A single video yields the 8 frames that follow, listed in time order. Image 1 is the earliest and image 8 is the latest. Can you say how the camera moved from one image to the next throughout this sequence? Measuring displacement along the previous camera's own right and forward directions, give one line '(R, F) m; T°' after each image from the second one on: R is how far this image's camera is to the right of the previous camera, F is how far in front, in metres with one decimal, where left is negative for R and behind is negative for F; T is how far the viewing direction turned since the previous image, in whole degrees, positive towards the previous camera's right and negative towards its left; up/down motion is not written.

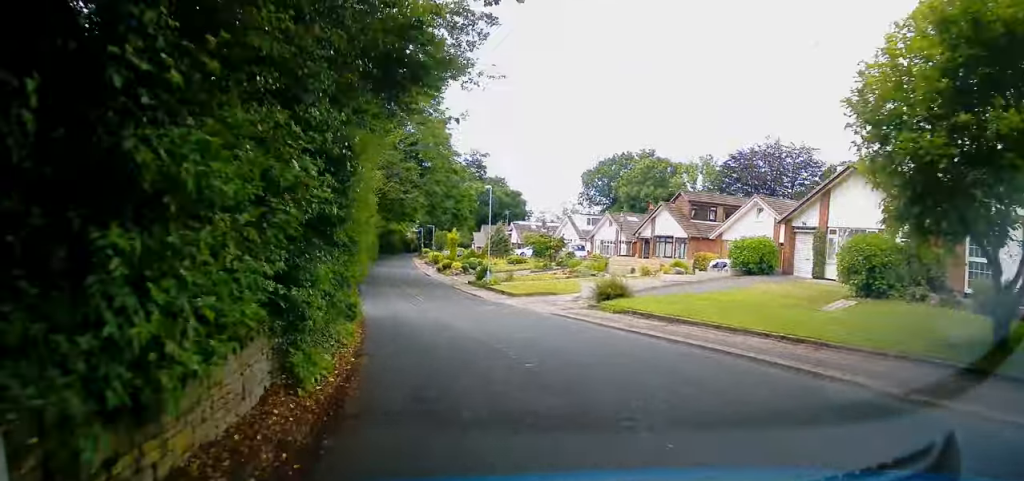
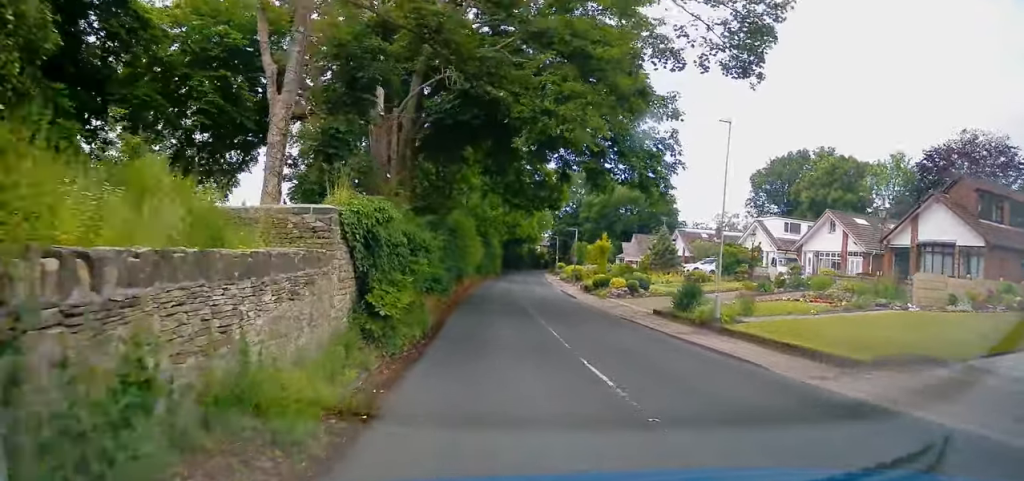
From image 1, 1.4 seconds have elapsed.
(-1.6, +19.4) m; -8°
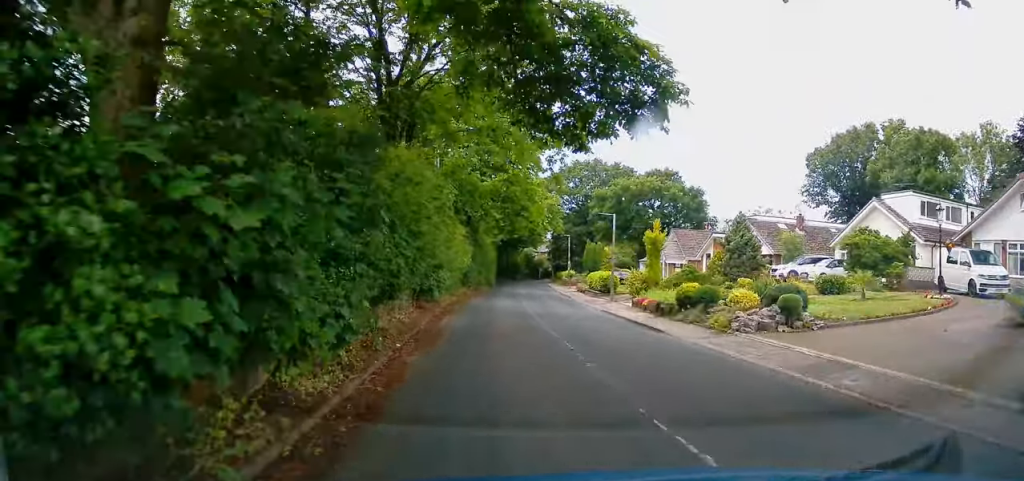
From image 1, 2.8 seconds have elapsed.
(-1.0, +18.9) m; -4°
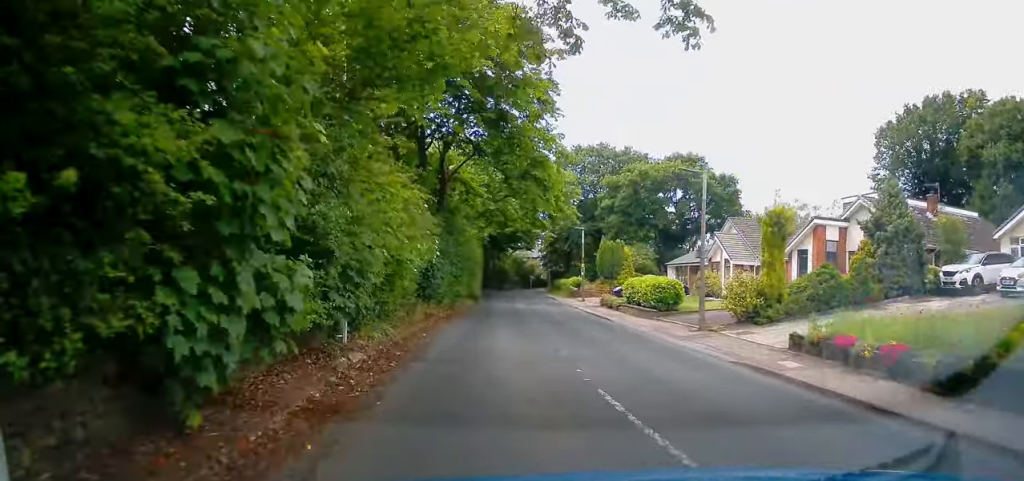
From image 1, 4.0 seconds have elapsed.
(-0.1, +16.4) m; 0°
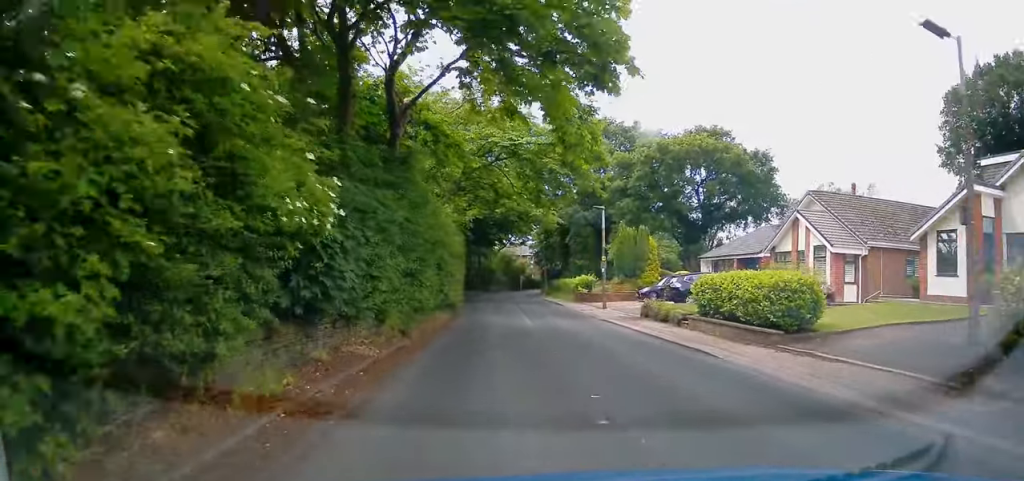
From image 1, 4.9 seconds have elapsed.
(0.0, +11.9) m; 0°
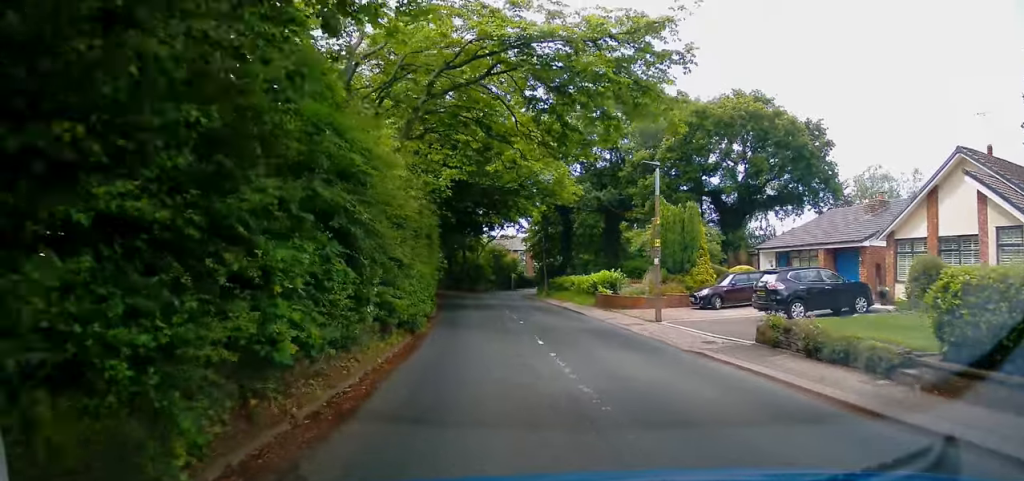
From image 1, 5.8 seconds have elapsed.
(+0.1, +11.5) m; 0°
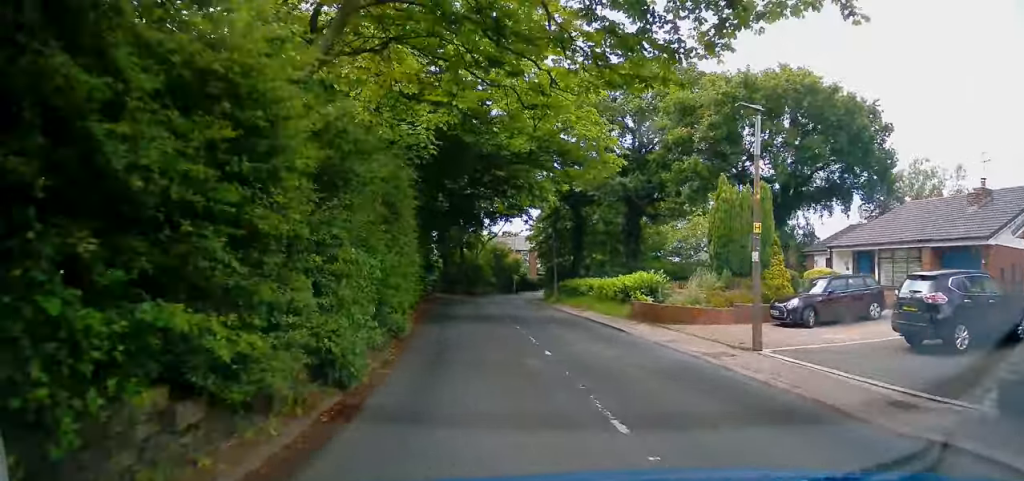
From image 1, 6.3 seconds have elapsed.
(0.0, +7.6) m; 0°
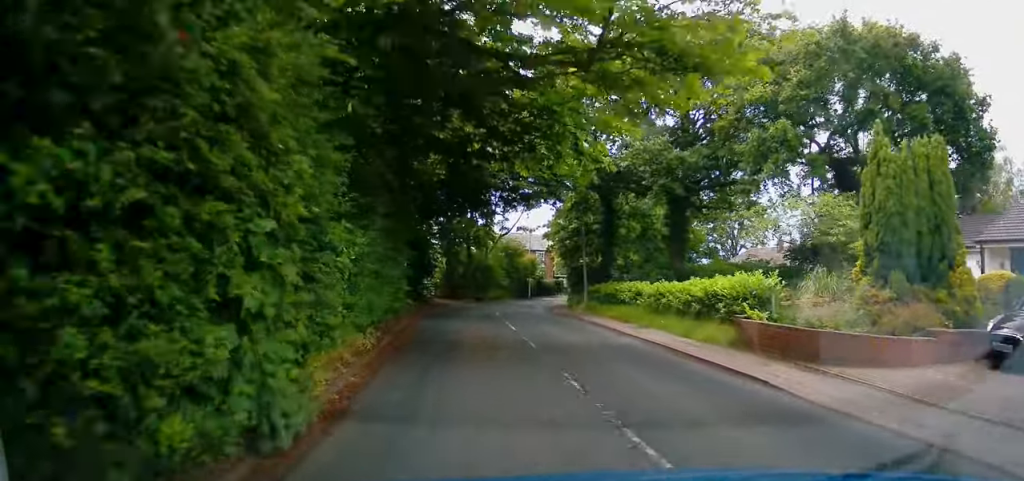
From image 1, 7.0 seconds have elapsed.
(0.0, +9.0) m; 0°
